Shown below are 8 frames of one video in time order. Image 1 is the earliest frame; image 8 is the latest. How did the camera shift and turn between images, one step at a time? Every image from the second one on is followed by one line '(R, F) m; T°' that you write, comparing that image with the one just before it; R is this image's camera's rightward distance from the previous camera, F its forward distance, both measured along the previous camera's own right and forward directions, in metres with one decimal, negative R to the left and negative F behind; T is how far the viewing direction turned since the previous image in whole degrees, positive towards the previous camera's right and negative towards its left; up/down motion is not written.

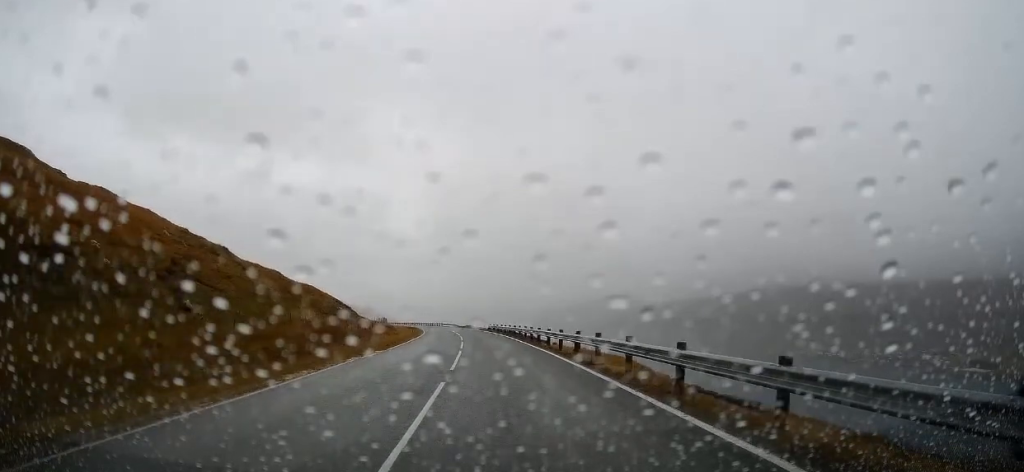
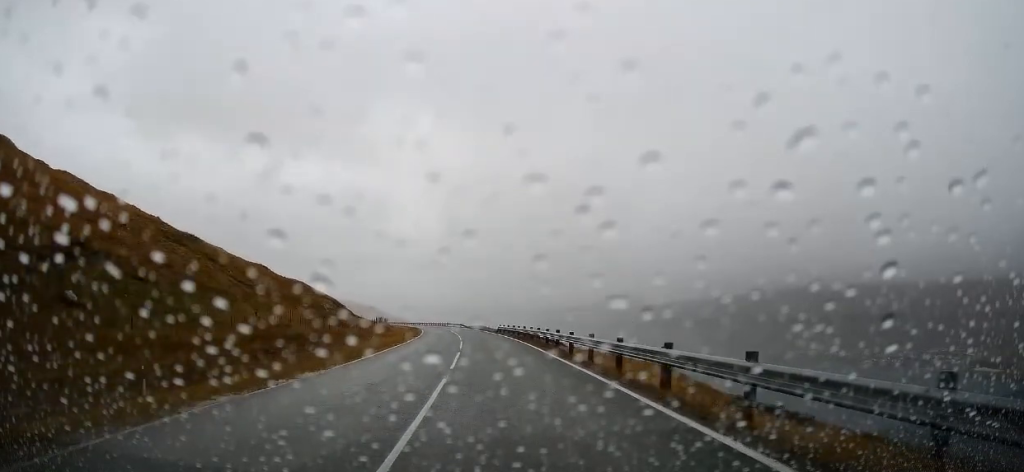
(-0.2, +11.2) m; -1°
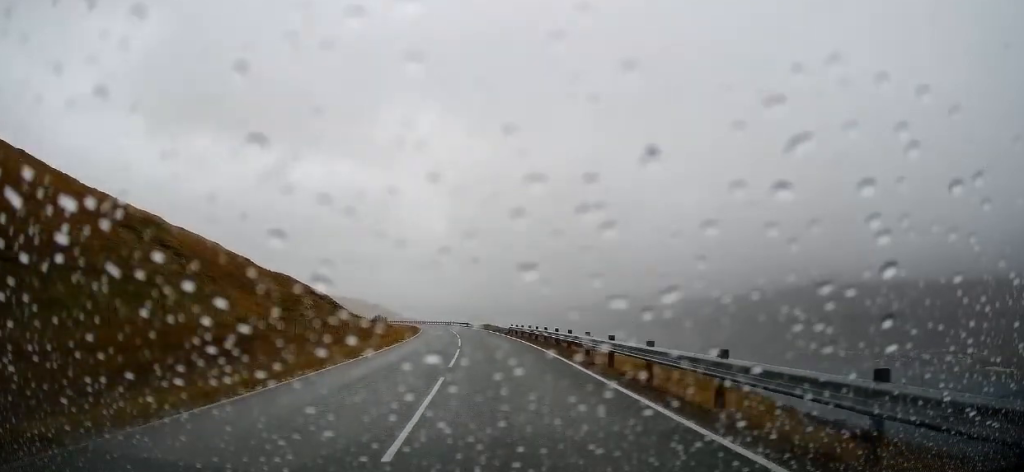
(0.0, +11.3) m; 0°
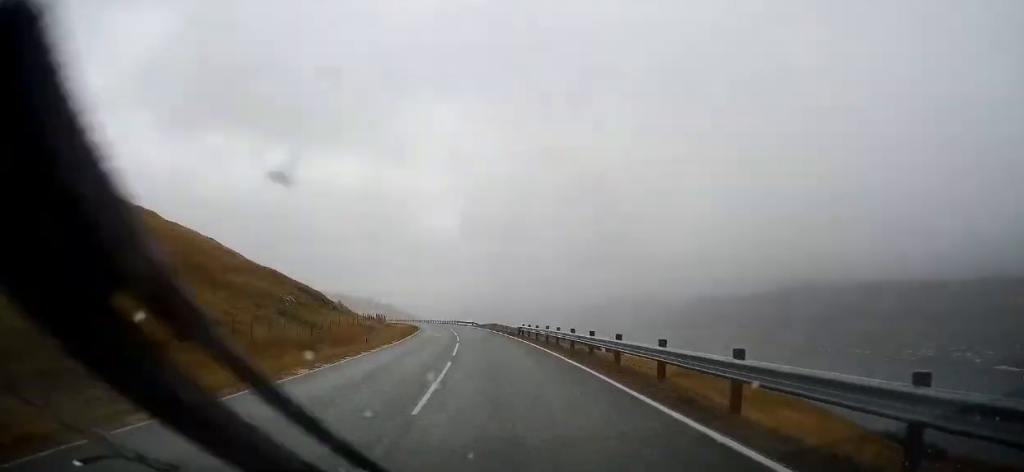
(0.0, +8.8) m; -1°
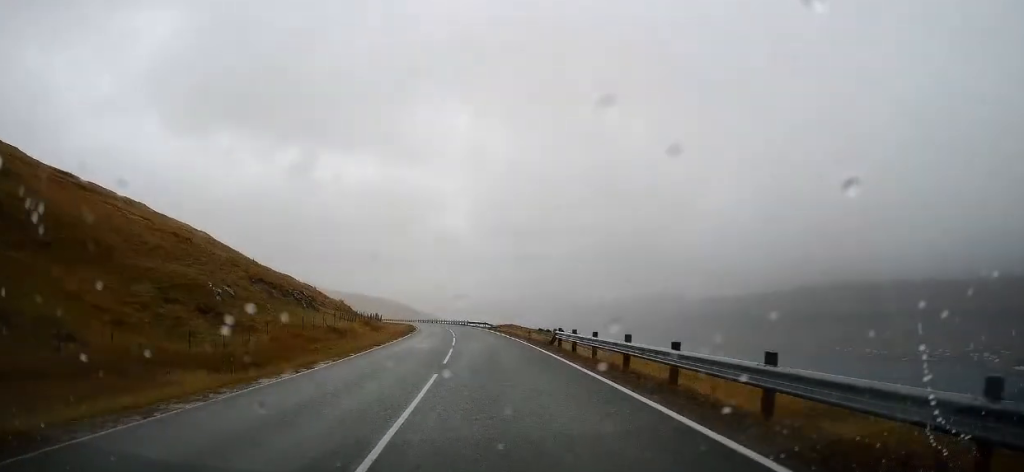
(-0.3, +17.0) m; -3°
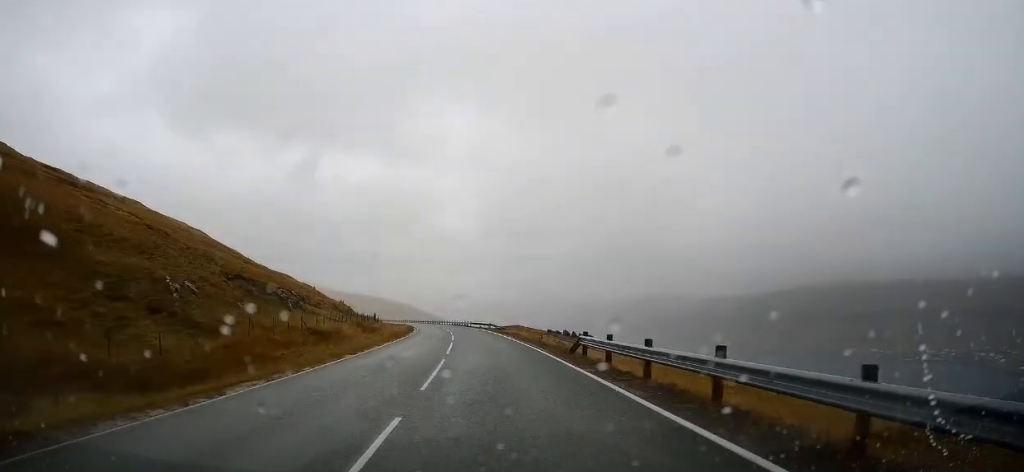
(-0.2, +6.2) m; -1°
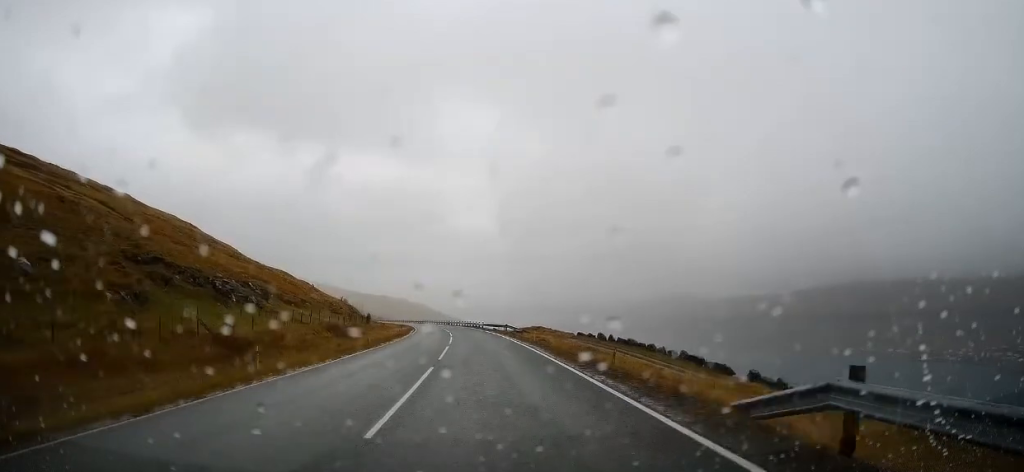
(-0.1, +15.7) m; 0°
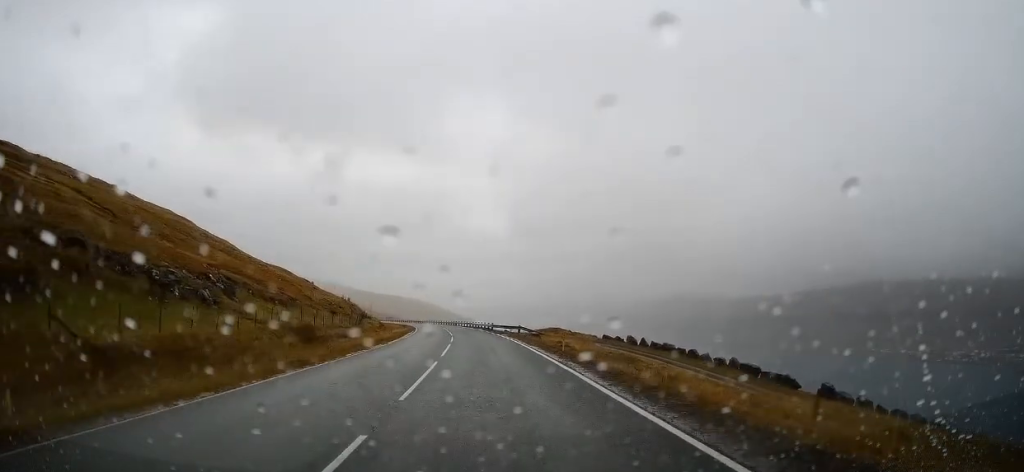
(+0.1, +9.5) m; -1°
